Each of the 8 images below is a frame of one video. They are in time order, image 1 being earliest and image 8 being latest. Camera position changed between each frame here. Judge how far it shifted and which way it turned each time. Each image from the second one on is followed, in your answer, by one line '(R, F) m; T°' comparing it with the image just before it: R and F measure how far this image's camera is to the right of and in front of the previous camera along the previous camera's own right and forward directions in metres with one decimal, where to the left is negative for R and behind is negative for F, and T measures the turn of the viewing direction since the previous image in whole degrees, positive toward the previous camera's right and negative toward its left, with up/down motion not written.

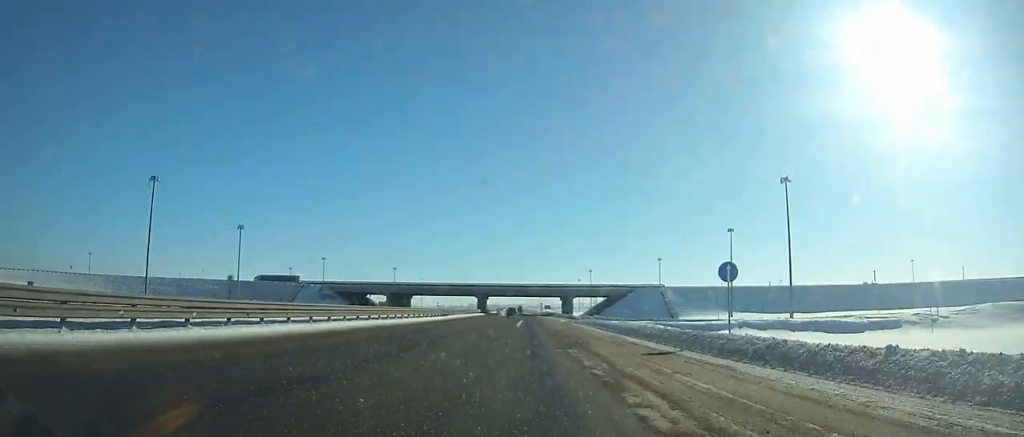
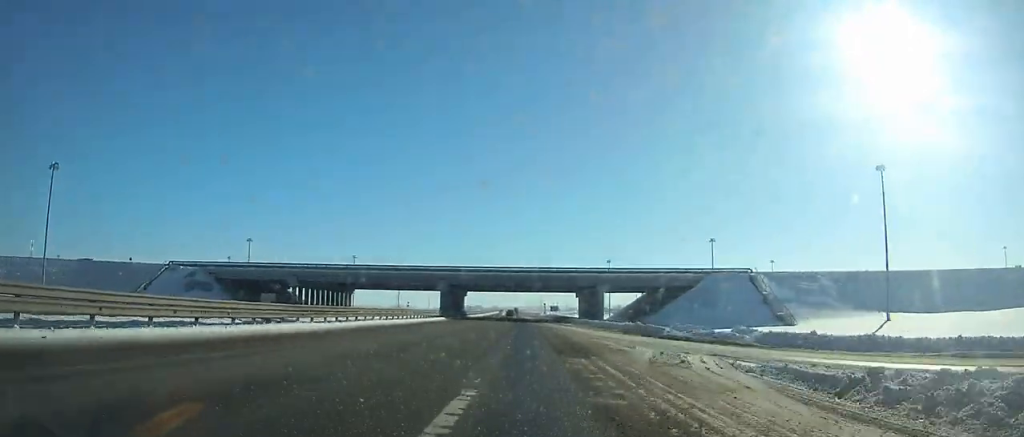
(+0.3, +63.3) m; 0°
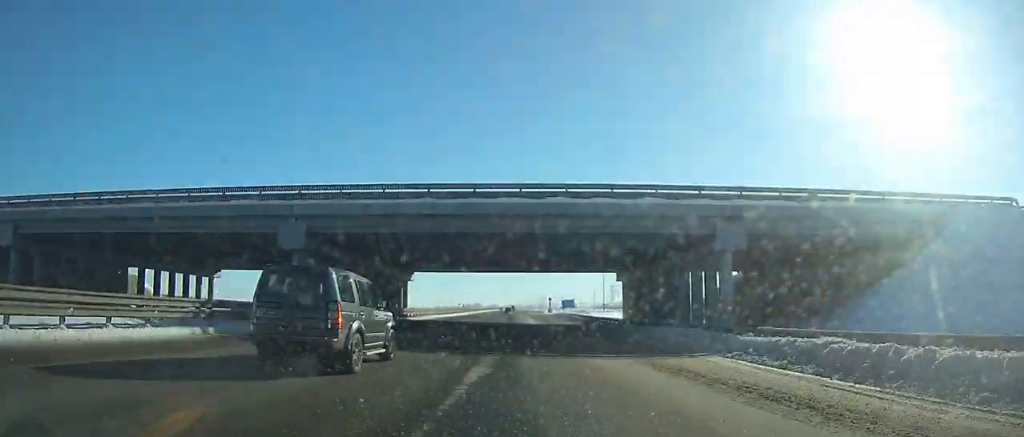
(-0.1, +56.7) m; 0°
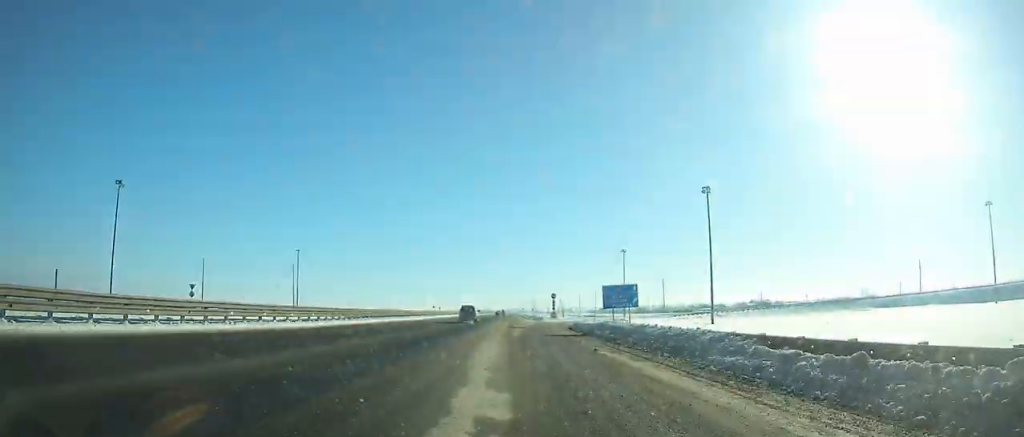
(+0.4, +66.2) m; +1°
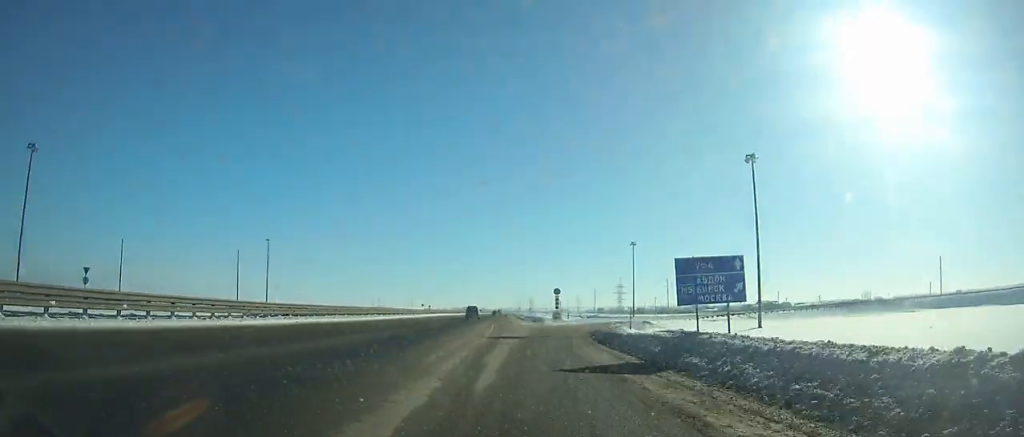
(-0.5, +19.2) m; +2°
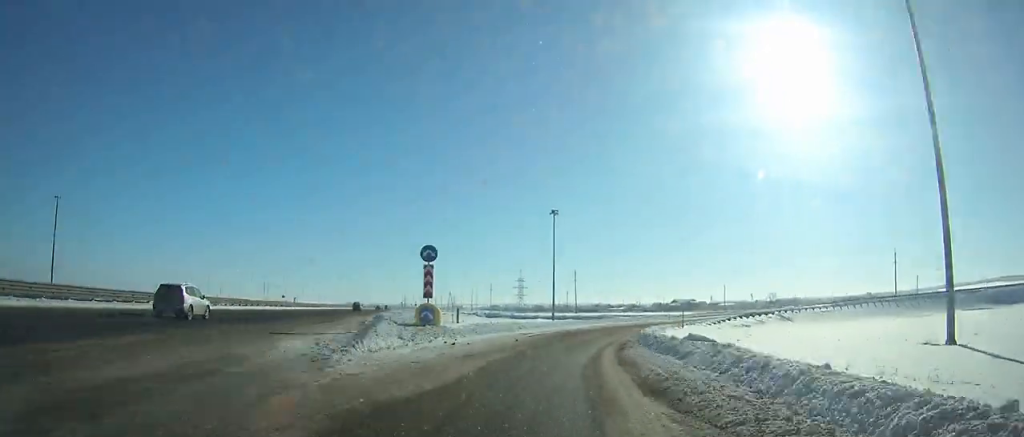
(+2.5, +45.3) m; +12°
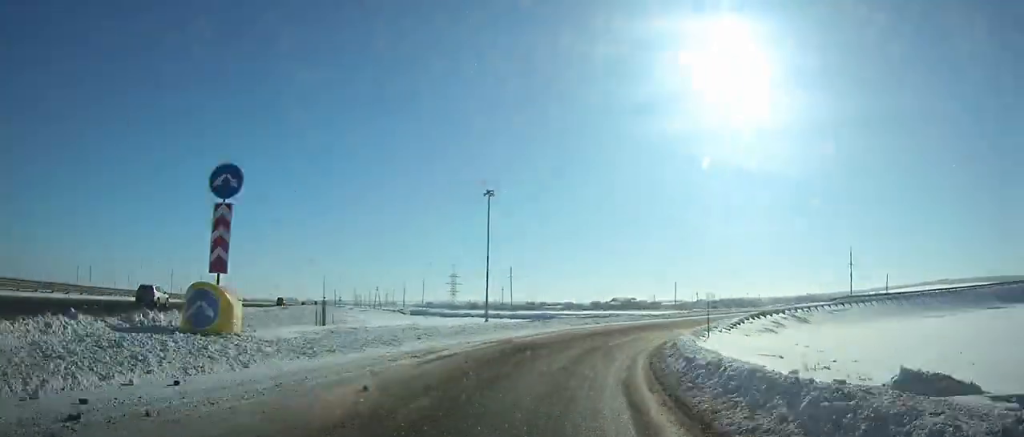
(+1.1, +15.2) m; +9°
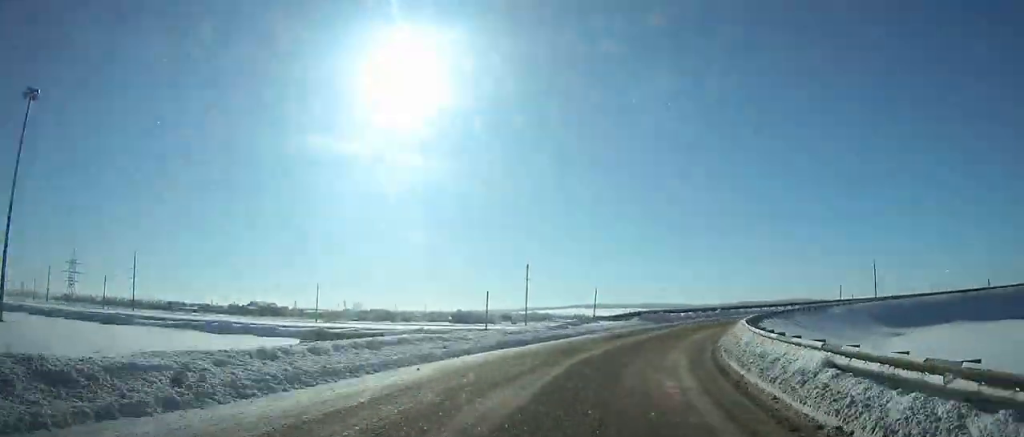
(+7.8, +35.2) m; +32°
